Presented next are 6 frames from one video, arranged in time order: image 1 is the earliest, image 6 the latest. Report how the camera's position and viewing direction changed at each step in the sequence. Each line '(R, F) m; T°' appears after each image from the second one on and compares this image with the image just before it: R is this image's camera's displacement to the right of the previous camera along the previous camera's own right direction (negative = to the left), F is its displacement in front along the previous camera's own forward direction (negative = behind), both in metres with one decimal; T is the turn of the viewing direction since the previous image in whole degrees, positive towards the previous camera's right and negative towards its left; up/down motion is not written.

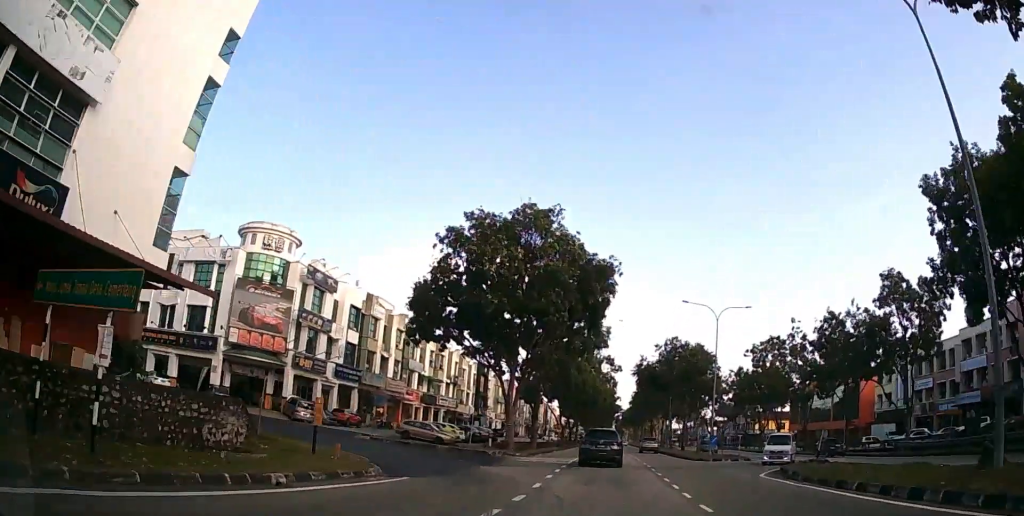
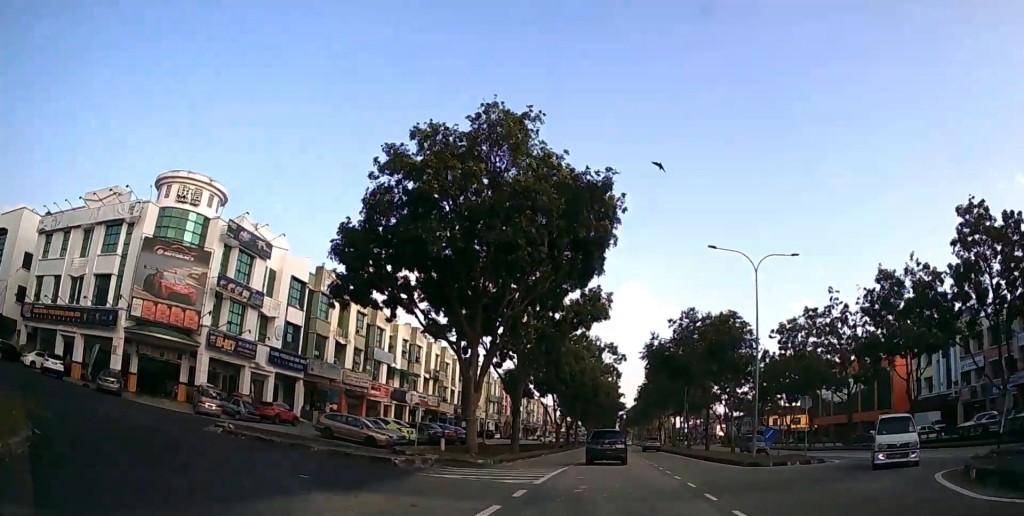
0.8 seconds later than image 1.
(0.0, +11.9) m; 0°
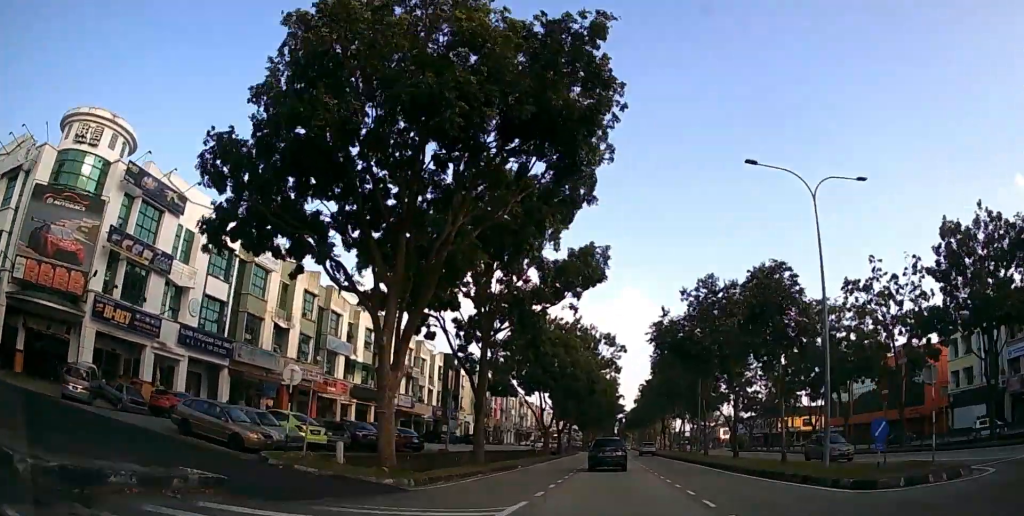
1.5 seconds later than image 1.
(+0.1, +11.6) m; 0°
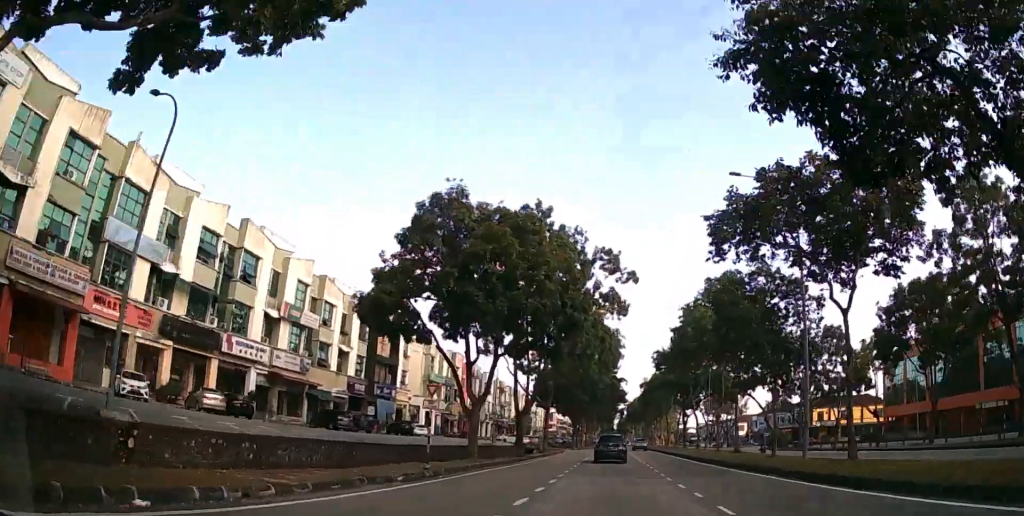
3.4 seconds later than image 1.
(-0.3, +28.6) m; -2°
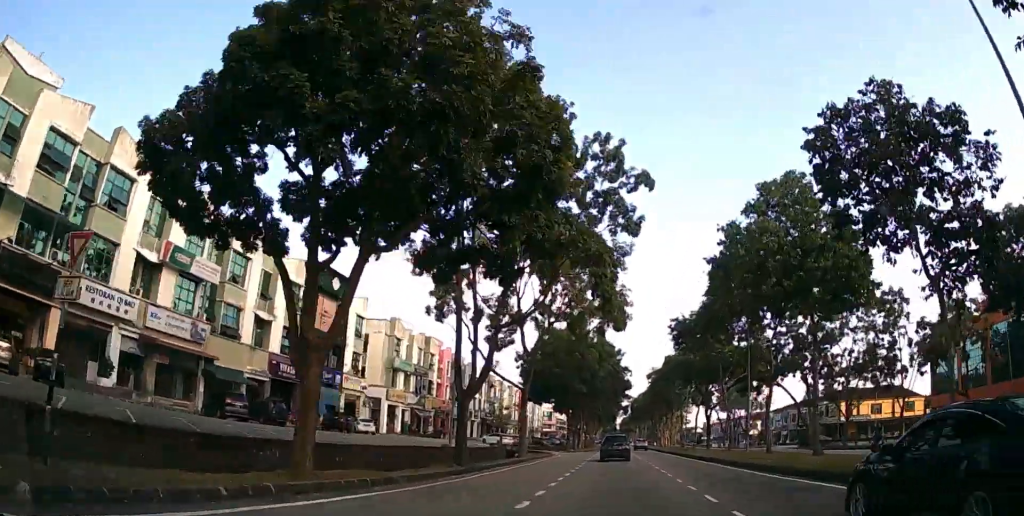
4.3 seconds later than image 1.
(-0.1, +14.0) m; 0°
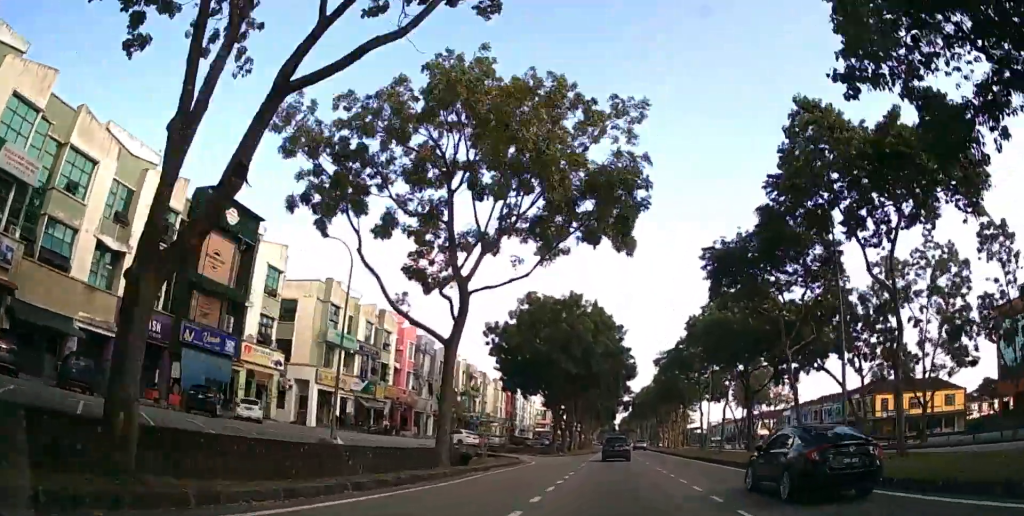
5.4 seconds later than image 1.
(+0.2, +15.9) m; +1°
